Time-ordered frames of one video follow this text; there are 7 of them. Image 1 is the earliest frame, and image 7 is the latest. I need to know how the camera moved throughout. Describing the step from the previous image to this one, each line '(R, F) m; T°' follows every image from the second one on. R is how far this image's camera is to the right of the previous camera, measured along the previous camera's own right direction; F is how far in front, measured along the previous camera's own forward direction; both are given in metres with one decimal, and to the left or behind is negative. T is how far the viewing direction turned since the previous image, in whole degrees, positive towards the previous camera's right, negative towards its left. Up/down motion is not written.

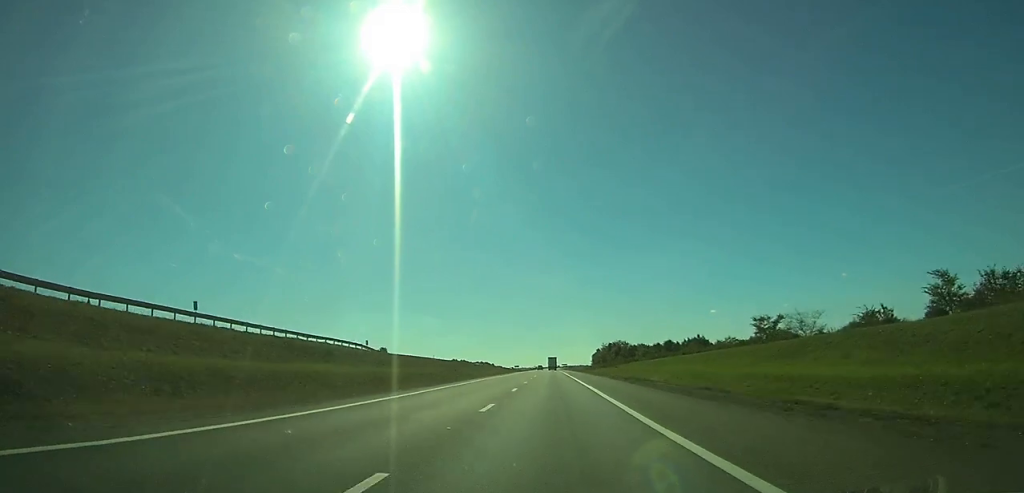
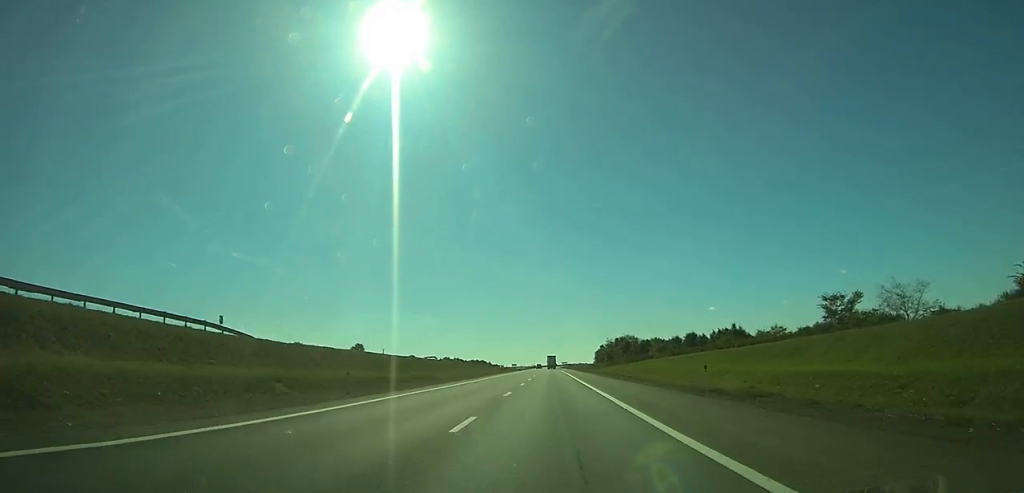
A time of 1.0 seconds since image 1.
(0.0, +28.9) m; 0°
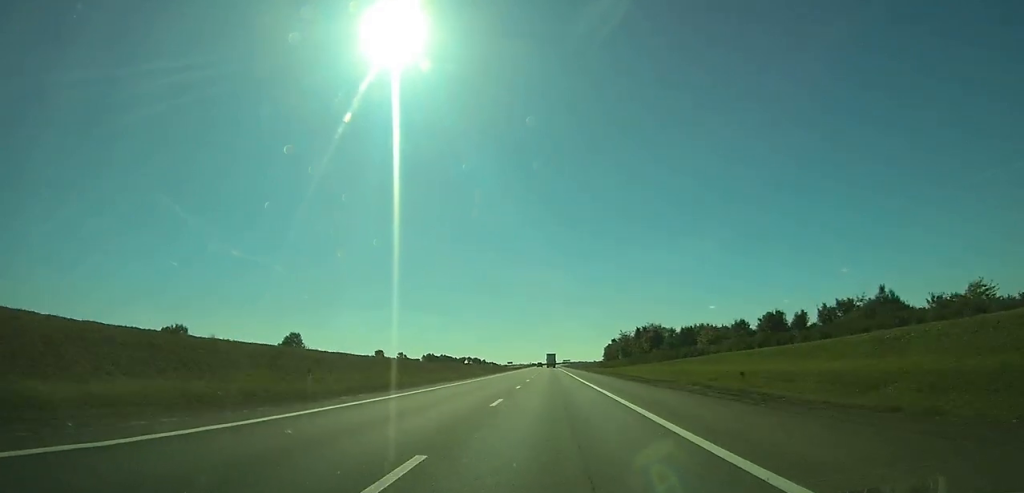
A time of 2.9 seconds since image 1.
(0.0, +54.0) m; 0°
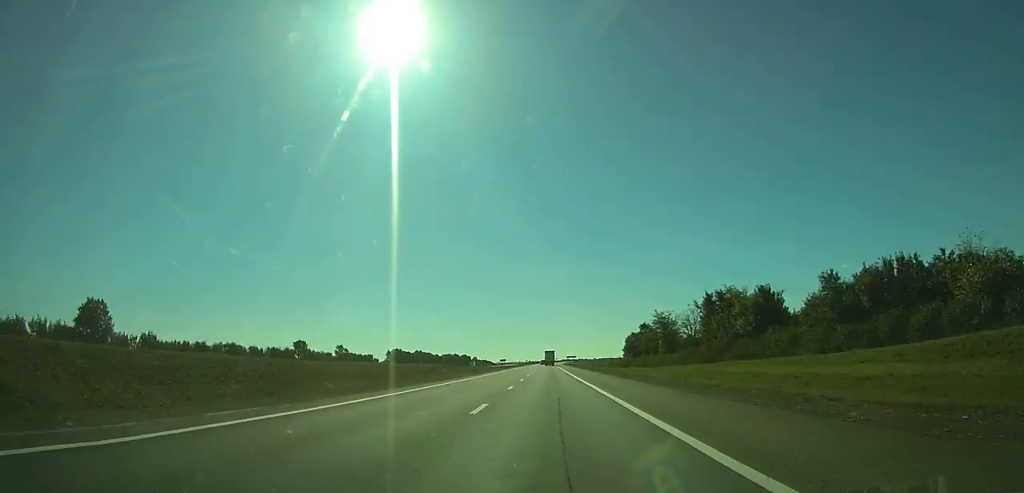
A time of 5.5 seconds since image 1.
(+0.1, +75.2) m; 0°
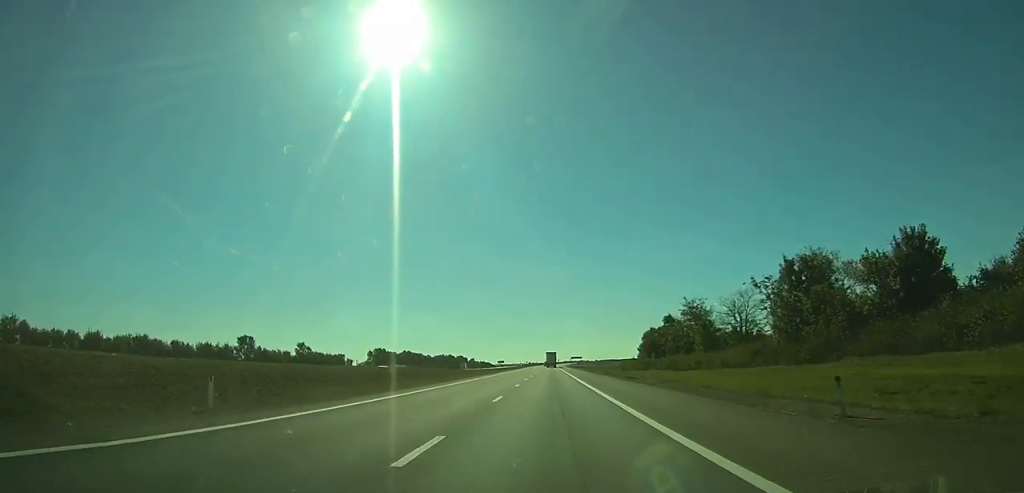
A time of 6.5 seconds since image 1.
(0.0, +30.9) m; 0°
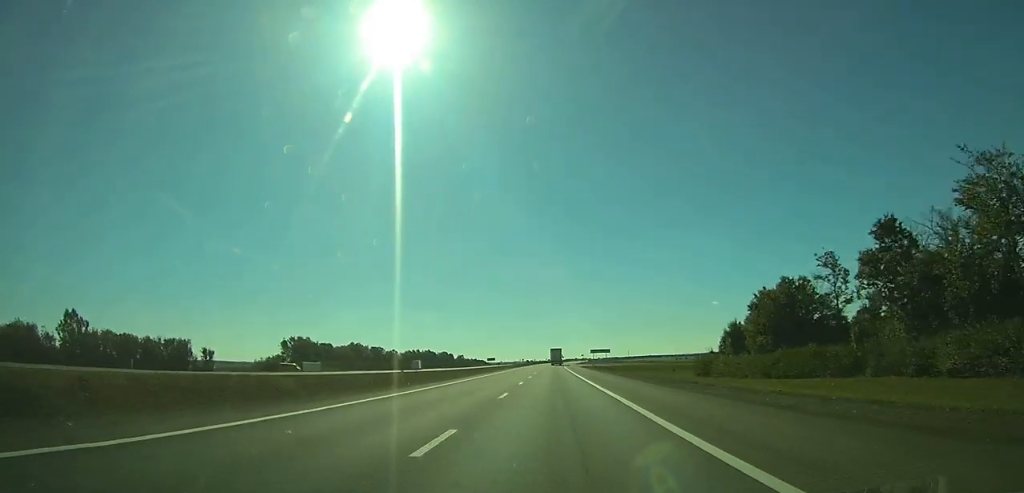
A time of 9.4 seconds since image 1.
(0.0, +83.2) m; 0°
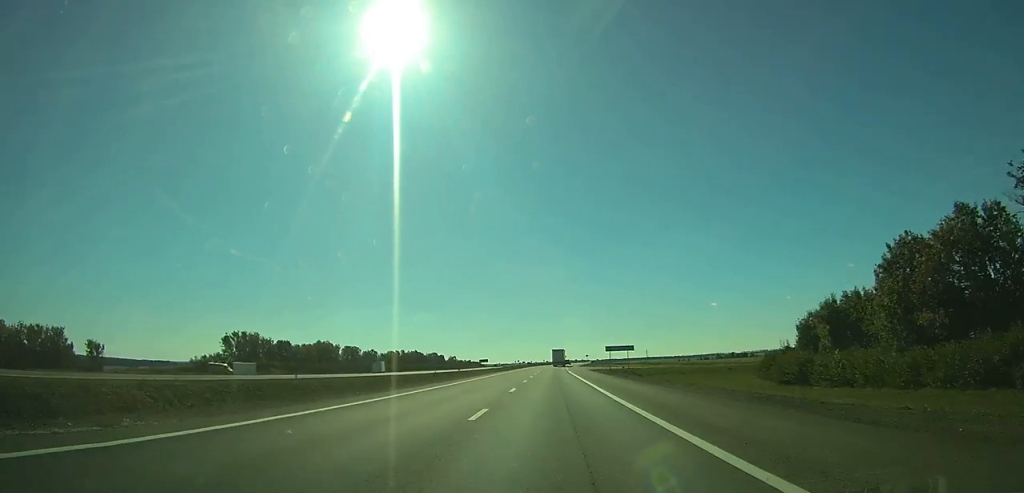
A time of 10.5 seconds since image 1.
(-0.1, +31.0) m; 0°
